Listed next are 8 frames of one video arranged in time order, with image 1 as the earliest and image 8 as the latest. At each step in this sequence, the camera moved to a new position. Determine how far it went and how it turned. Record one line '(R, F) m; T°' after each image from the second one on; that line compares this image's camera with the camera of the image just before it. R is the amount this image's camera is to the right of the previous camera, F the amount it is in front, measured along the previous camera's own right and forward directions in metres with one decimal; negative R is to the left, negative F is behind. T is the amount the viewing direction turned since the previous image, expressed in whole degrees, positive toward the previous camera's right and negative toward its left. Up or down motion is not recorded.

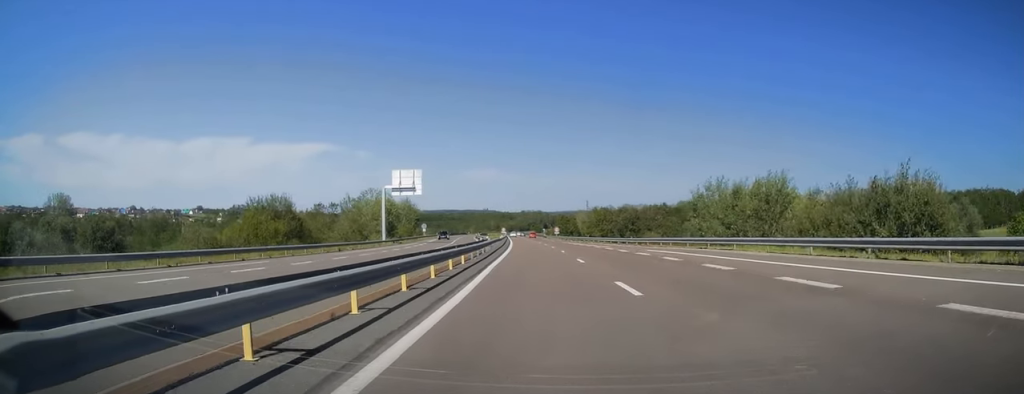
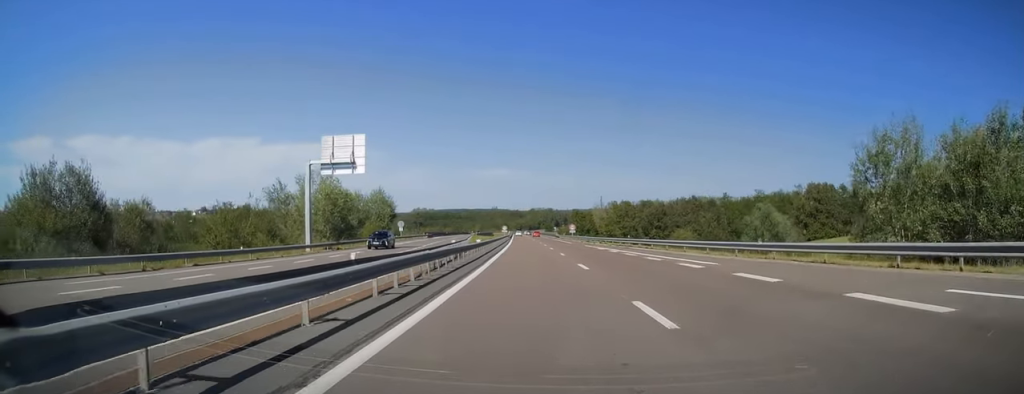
(-0.2, +29.8) m; -1°
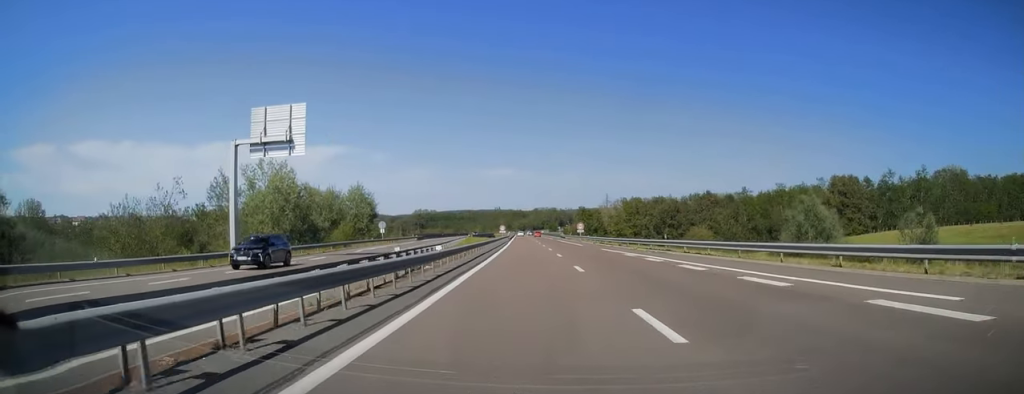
(0.0, +13.9) m; 0°
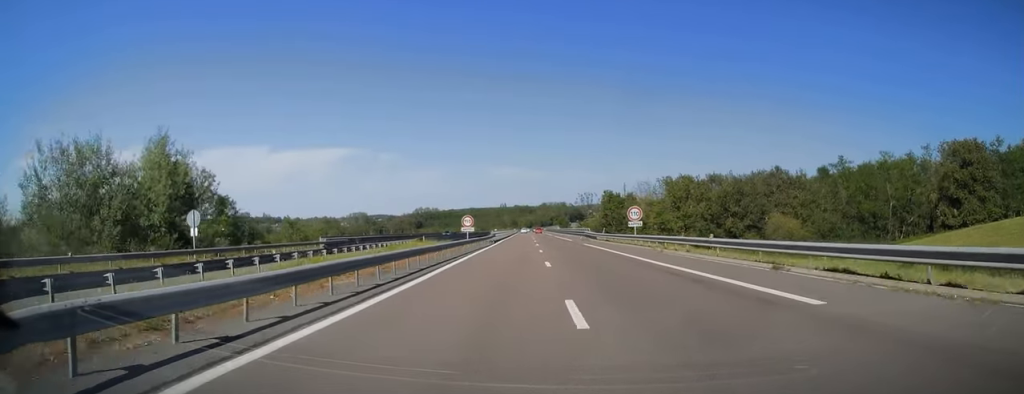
(-0.6, +50.7) m; -1°
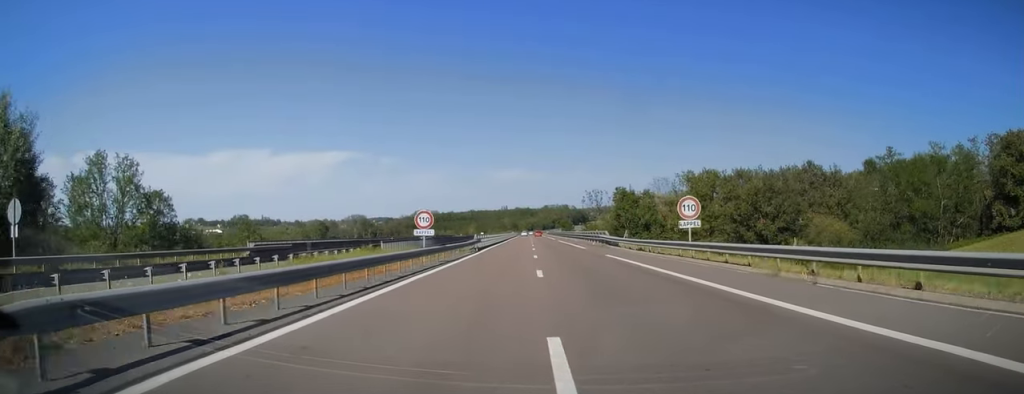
(0.0, +16.4) m; 0°
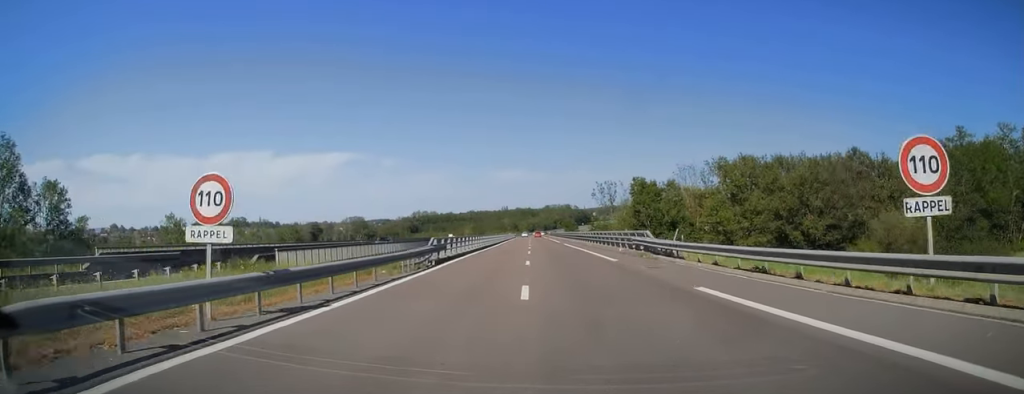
(-0.1, +18.4) m; 0°
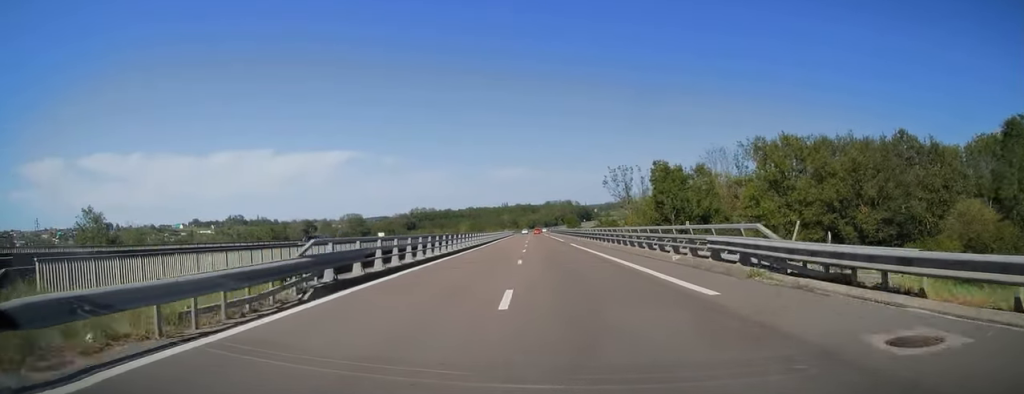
(0.0, +14.9) m; 0°
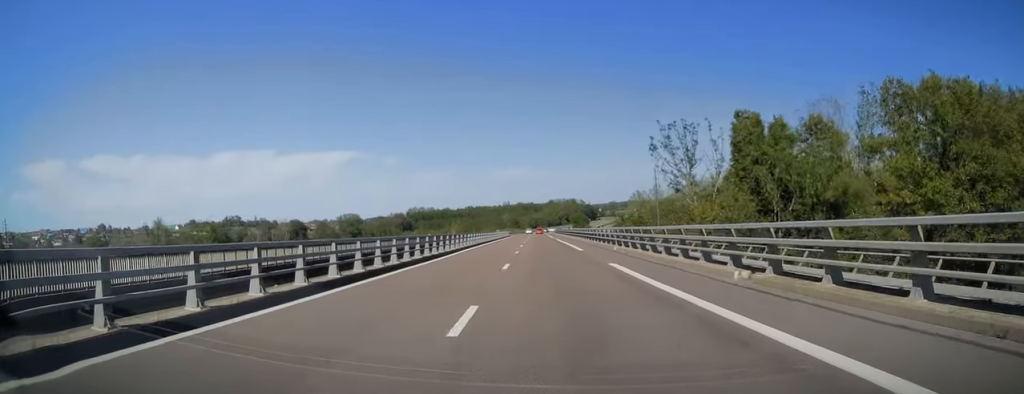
(0.0, +28.2) m; 0°
